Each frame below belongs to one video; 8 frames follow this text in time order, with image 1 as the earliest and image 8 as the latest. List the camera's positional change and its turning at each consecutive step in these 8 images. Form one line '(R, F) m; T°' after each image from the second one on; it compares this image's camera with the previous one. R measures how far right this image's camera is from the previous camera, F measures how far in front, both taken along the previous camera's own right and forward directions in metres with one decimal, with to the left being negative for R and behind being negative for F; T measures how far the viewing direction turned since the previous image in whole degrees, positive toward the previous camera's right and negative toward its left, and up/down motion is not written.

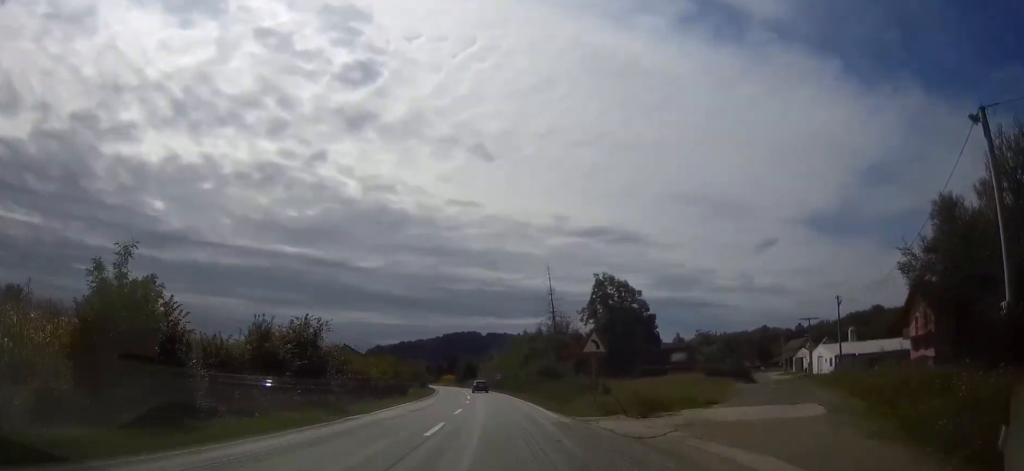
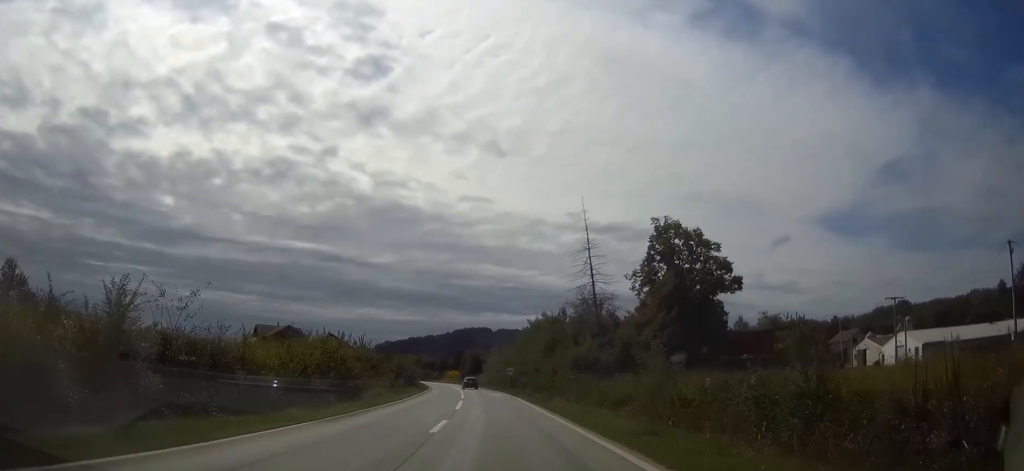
(-0.2, +25.3) m; -1°
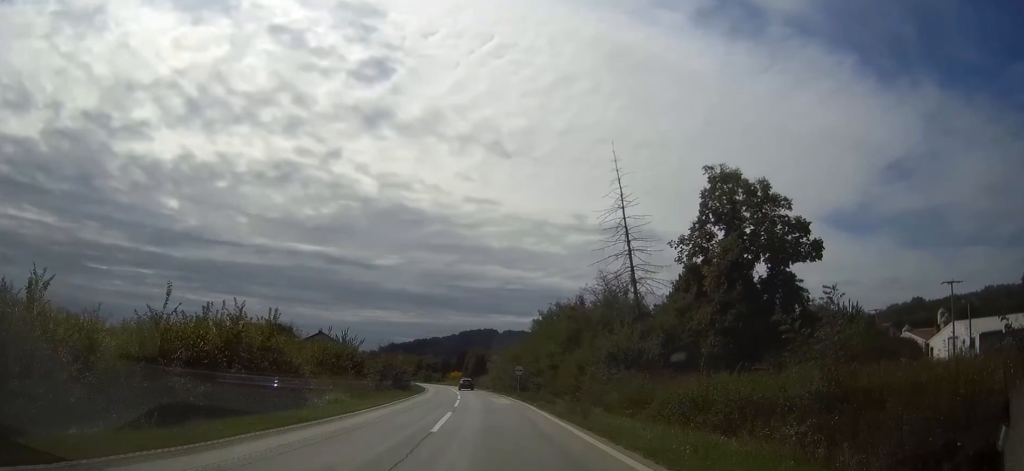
(-0.1, +13.0) m; -1°
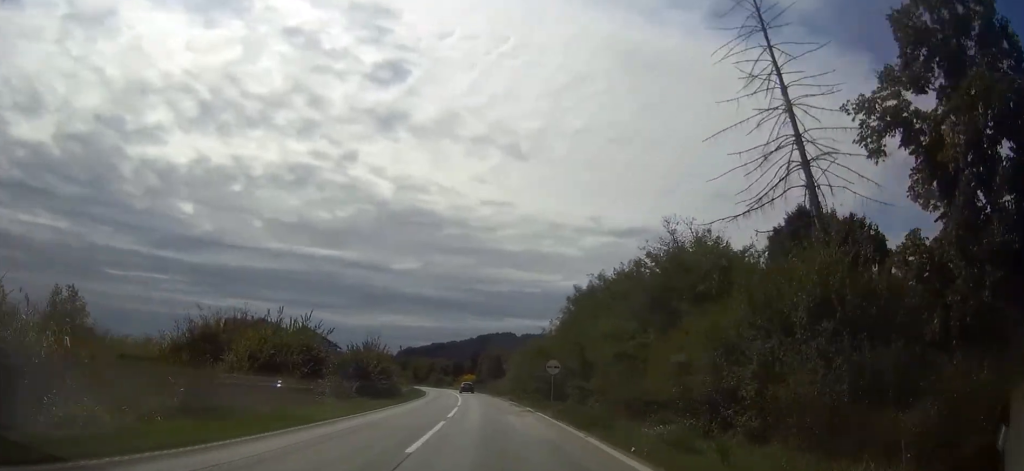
(-0.2, +21.7) m; -1°
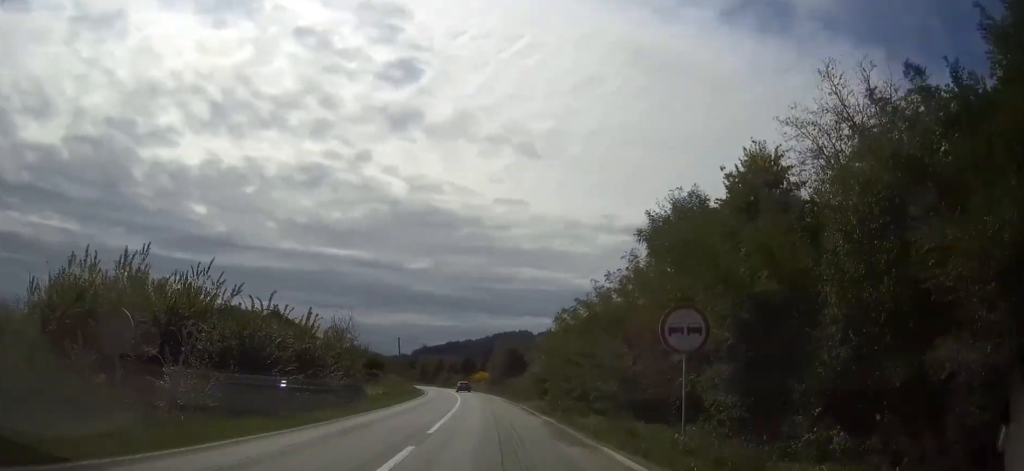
(-0.3, +23.0) m; -1°
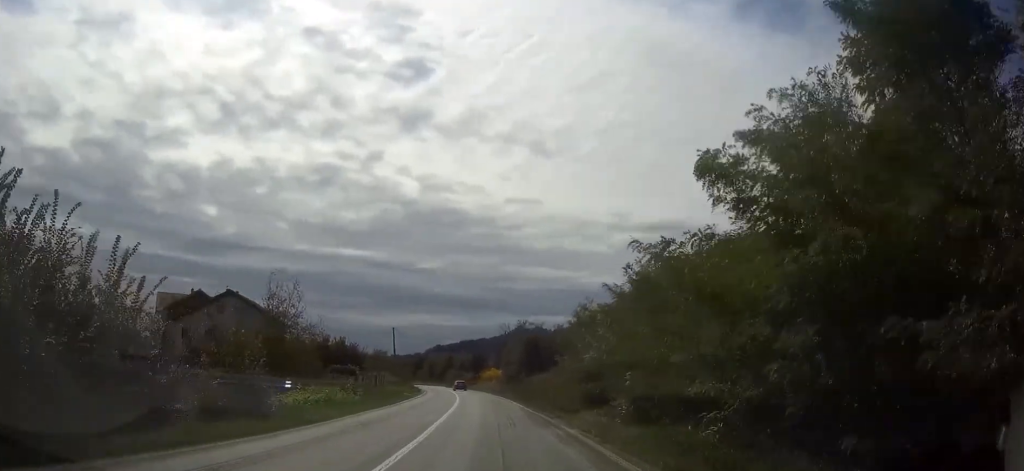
(-0.2, +19.3) m; -1°
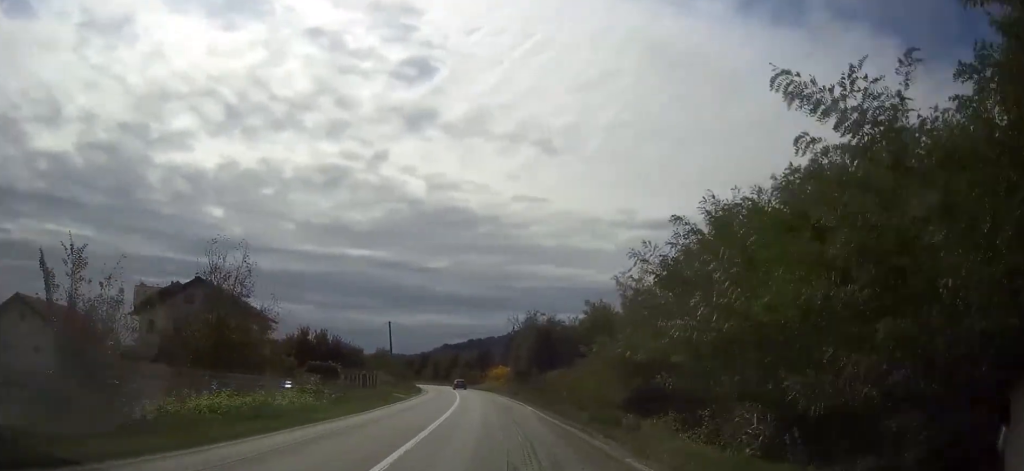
(0.0, +9.3) m; -1°
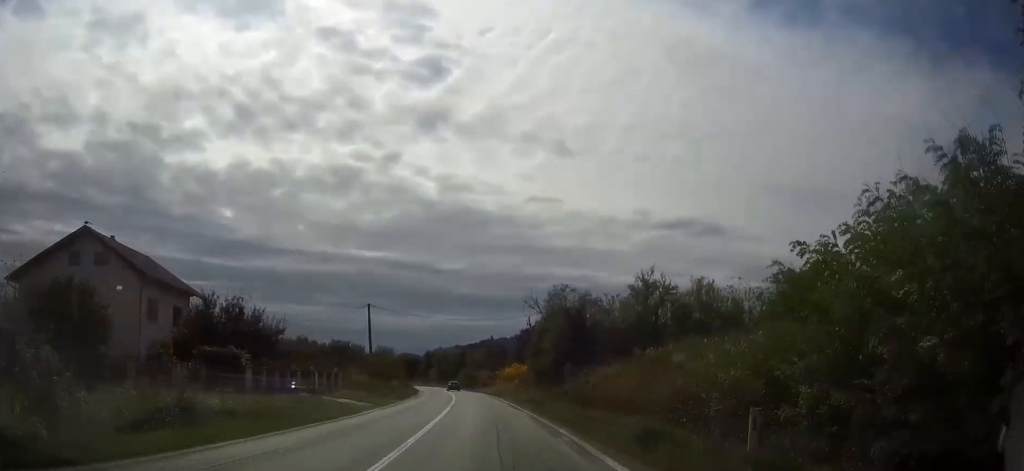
(-0.2, +20.6) m; -1°
